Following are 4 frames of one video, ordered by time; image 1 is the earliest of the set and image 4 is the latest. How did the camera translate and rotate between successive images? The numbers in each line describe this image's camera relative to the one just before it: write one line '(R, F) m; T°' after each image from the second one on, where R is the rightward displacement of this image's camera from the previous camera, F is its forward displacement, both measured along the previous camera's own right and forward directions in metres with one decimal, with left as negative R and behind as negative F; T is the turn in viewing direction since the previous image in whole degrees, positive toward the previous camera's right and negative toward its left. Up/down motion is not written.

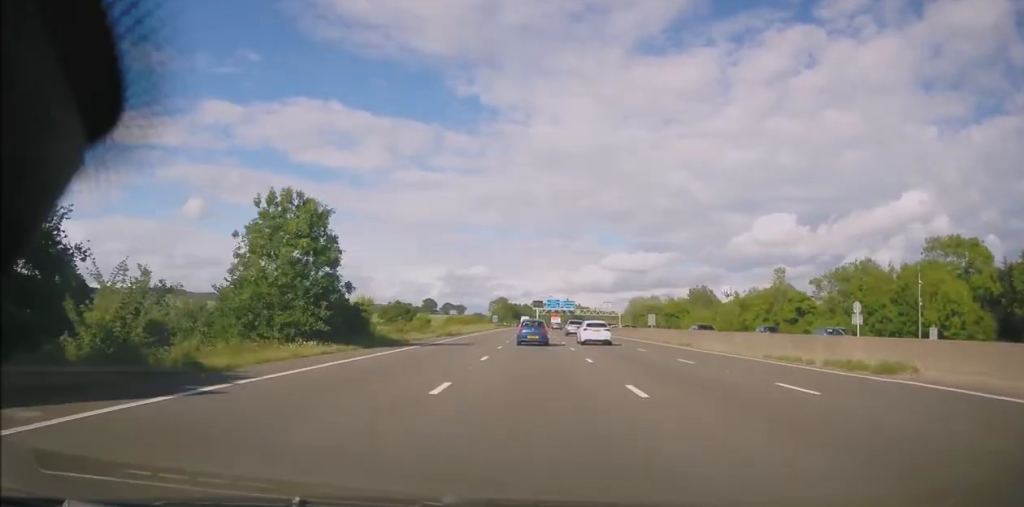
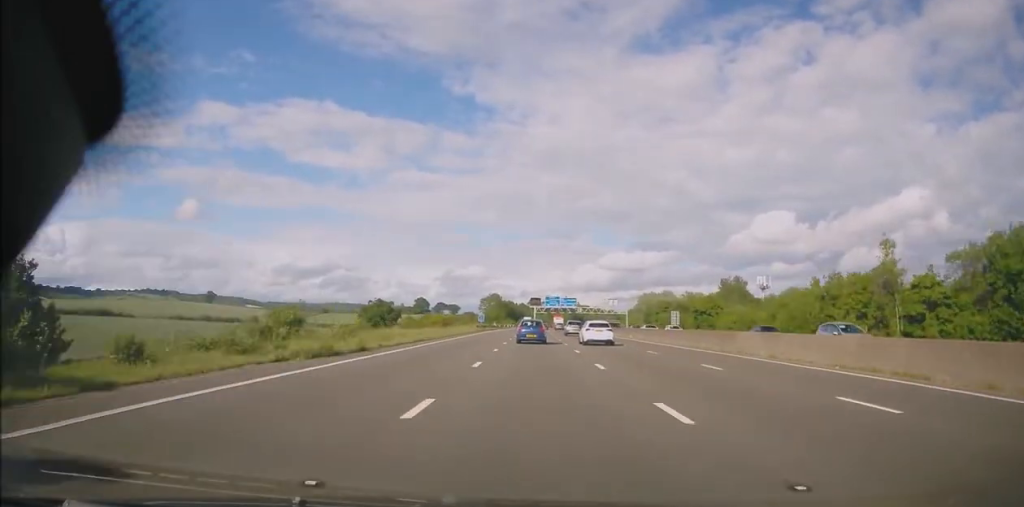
(-0.4, +29.6) m; -1°
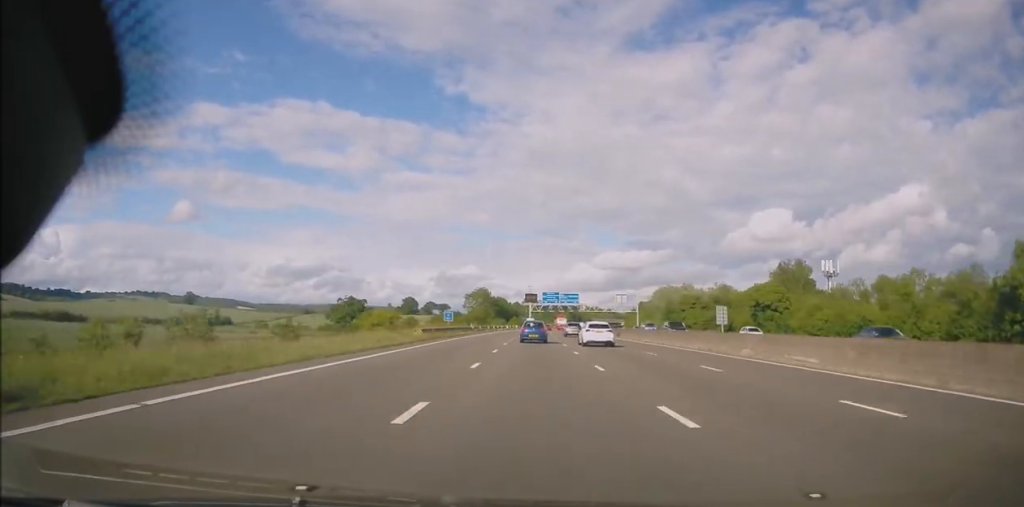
(+0.3, +35.7) m; +2°
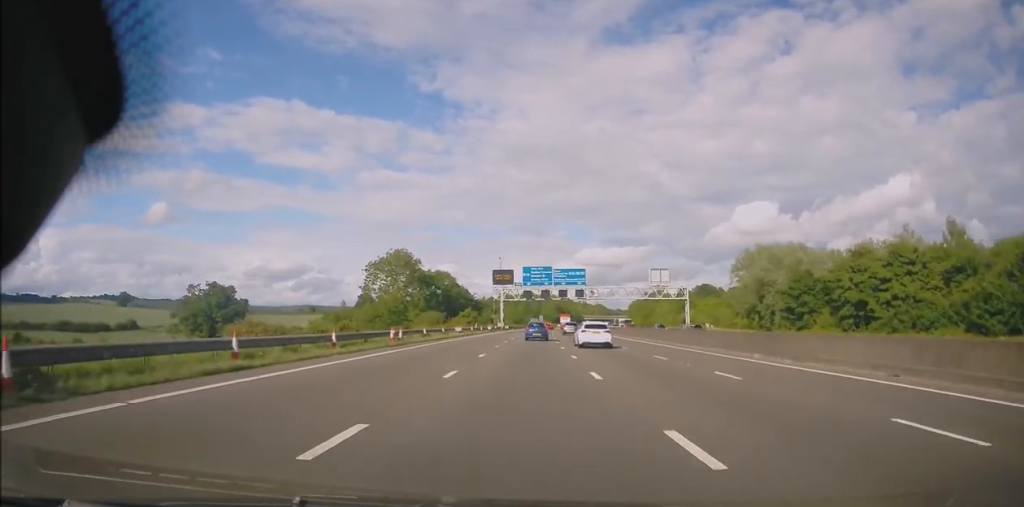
(+2.1, +91.5) m; +2°
